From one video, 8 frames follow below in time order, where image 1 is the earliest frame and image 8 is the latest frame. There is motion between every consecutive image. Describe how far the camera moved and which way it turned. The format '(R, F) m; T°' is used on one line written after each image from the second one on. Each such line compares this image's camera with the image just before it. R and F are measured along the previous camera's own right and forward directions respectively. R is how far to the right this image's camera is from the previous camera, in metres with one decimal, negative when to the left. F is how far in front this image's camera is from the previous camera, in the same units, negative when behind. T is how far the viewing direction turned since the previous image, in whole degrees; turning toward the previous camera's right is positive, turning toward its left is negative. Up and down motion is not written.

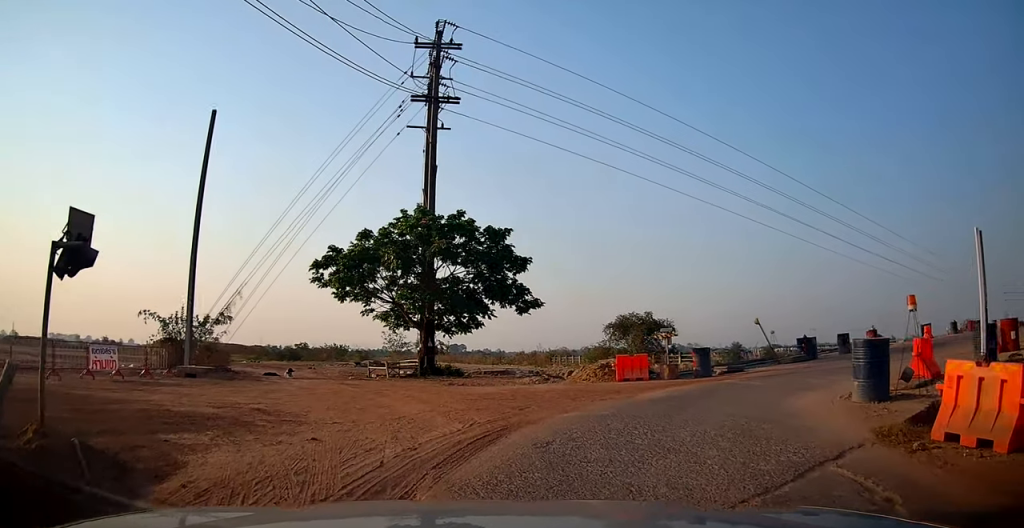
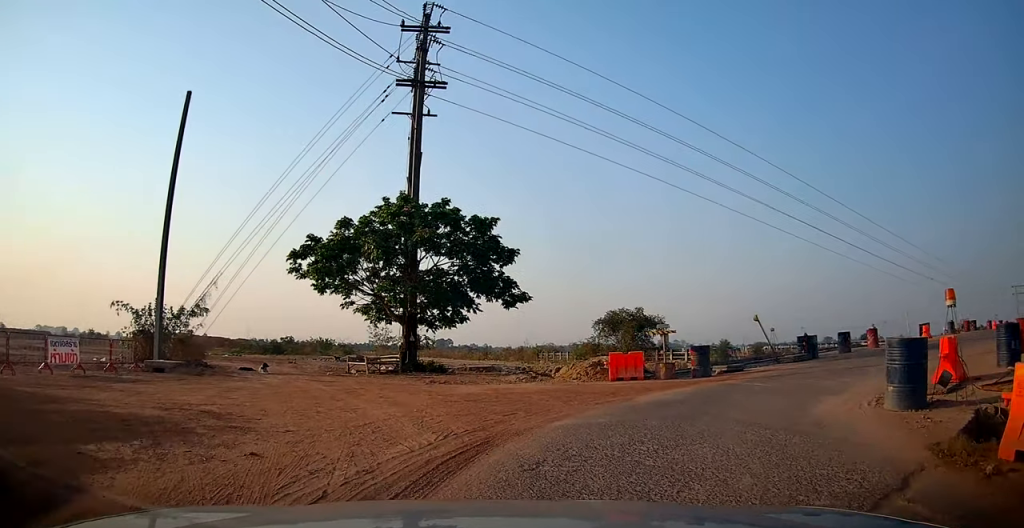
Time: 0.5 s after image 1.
(0.0, +1.3) m; +2°
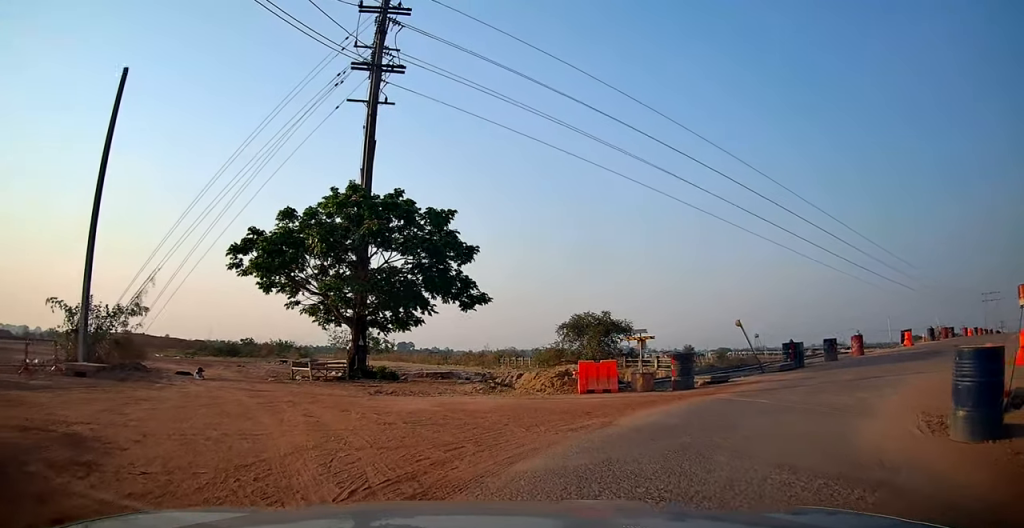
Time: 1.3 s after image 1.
(+0.1, +2.2) m; +4°
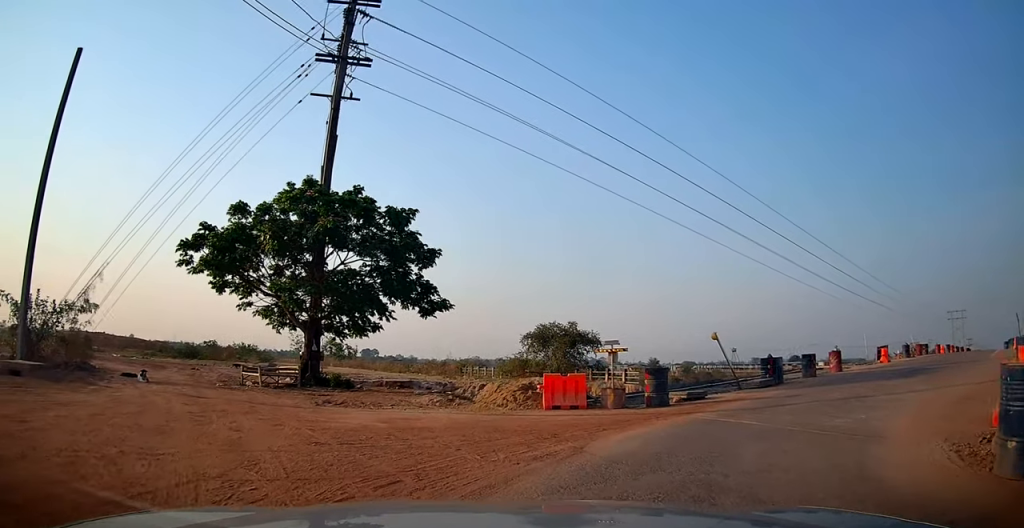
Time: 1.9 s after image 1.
(0.0, +1.6) m; +4°
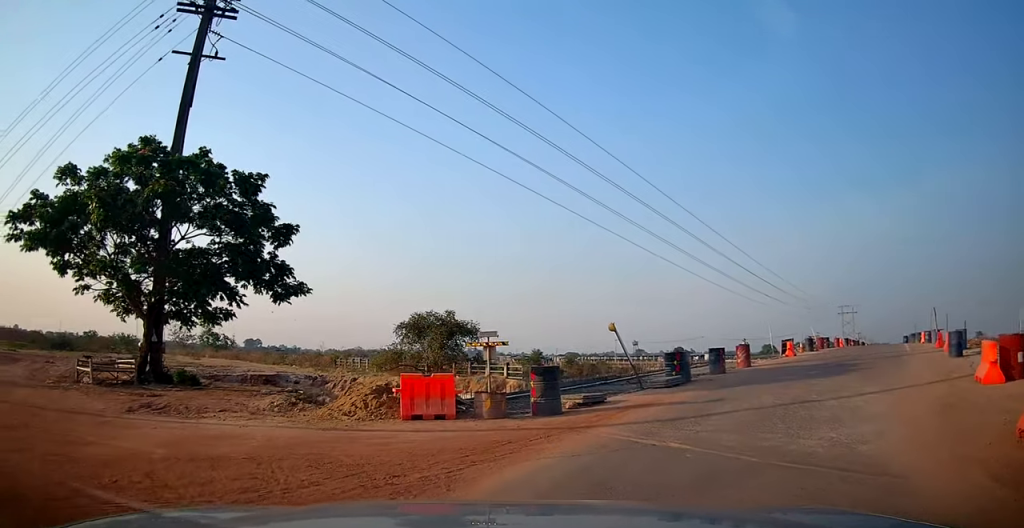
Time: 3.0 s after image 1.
(+0.2, +3.3) m; +11°
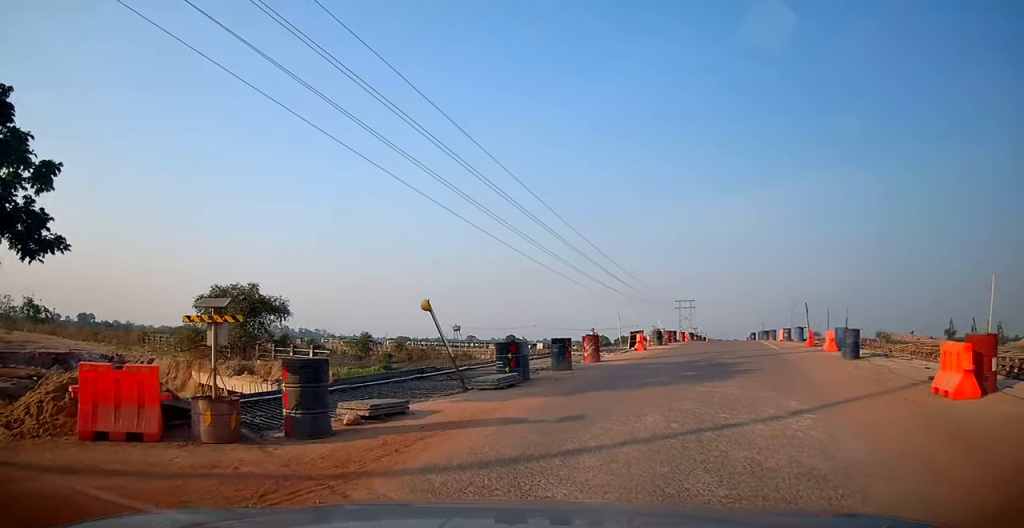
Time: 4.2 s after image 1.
(+0.4, +3.8) m; +12°
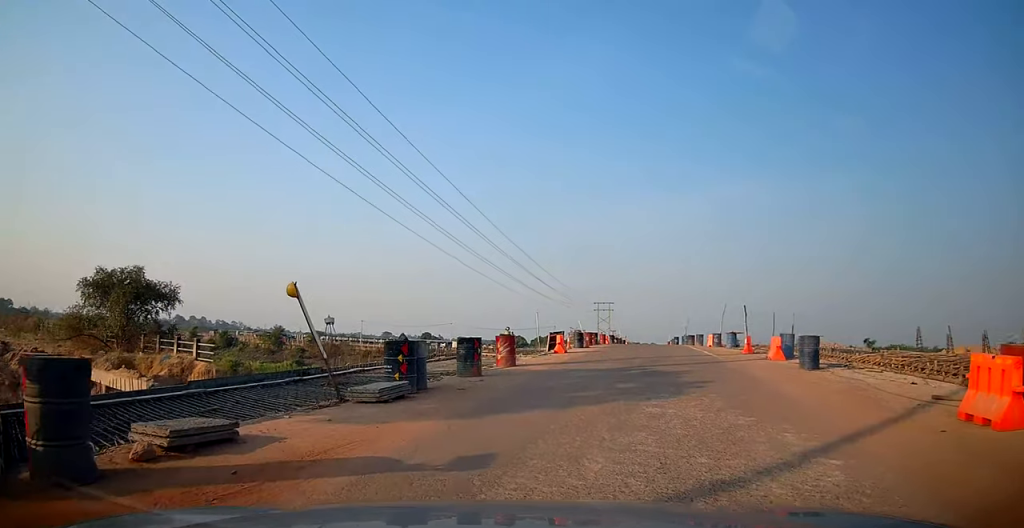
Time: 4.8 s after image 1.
(+0.2, +2.5) m; +5°
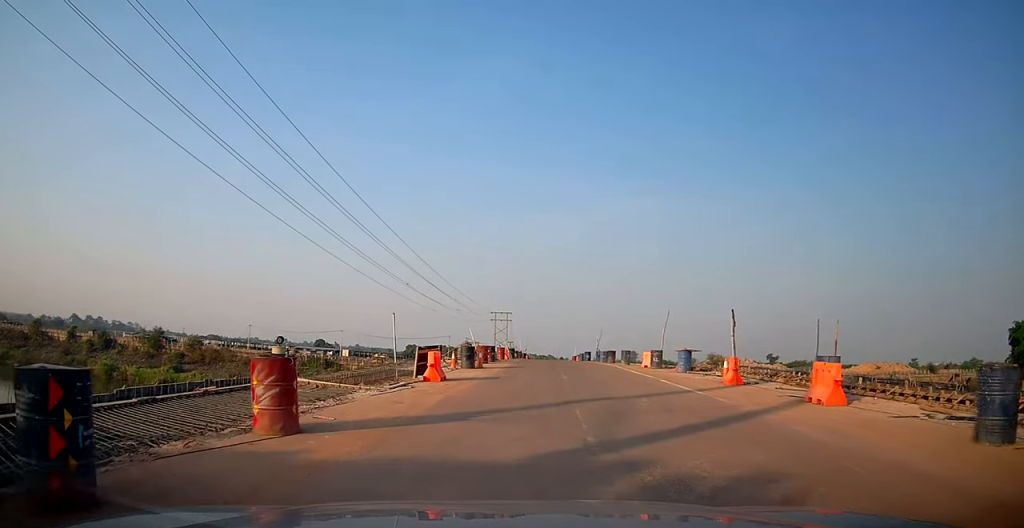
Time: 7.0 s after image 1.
(+1.1, +9.5) m; +11°
